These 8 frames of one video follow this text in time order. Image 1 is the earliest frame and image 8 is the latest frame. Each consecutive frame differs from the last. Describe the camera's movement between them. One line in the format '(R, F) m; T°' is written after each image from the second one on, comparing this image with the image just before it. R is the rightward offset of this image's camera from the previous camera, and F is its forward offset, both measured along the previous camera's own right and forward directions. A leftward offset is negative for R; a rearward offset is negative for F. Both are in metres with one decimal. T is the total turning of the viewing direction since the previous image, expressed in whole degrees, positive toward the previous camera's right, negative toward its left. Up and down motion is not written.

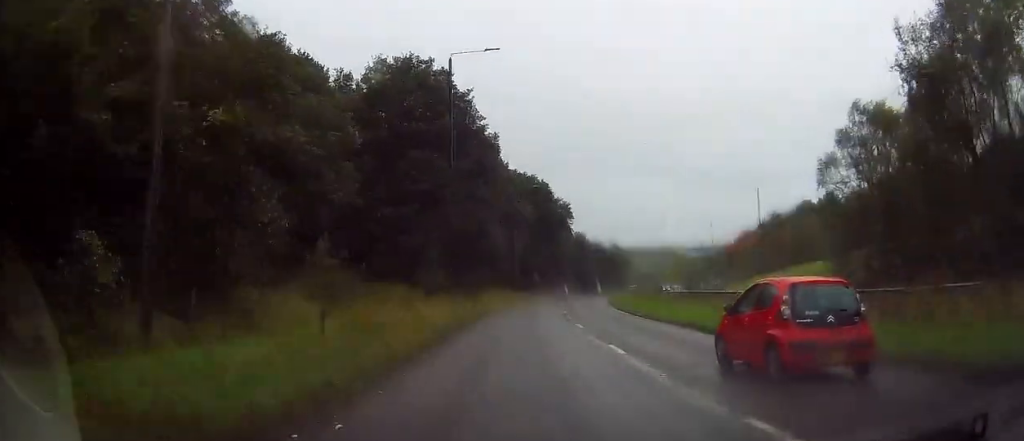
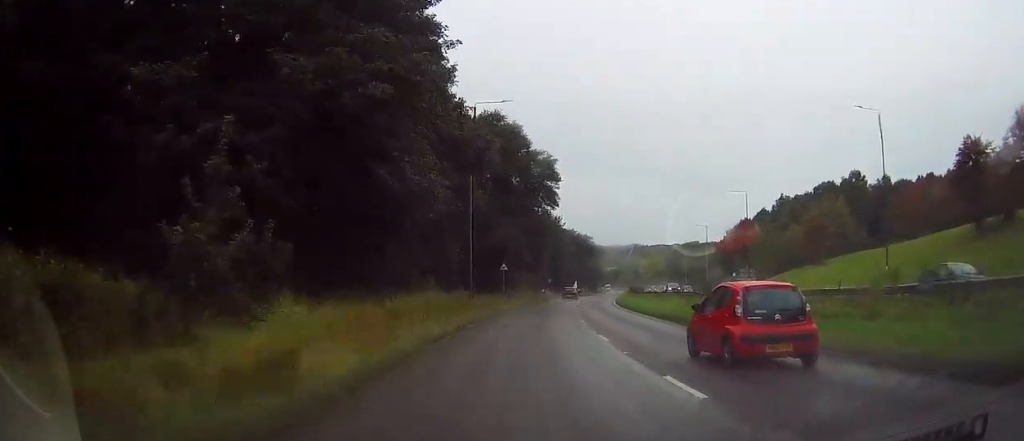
(+1.0, +33.4) m; +5°
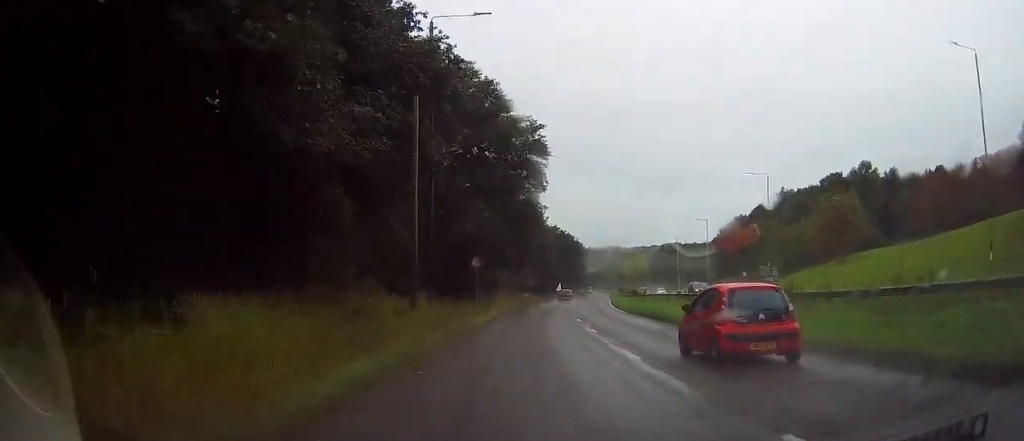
(+0.3, +13.5) m; +1°
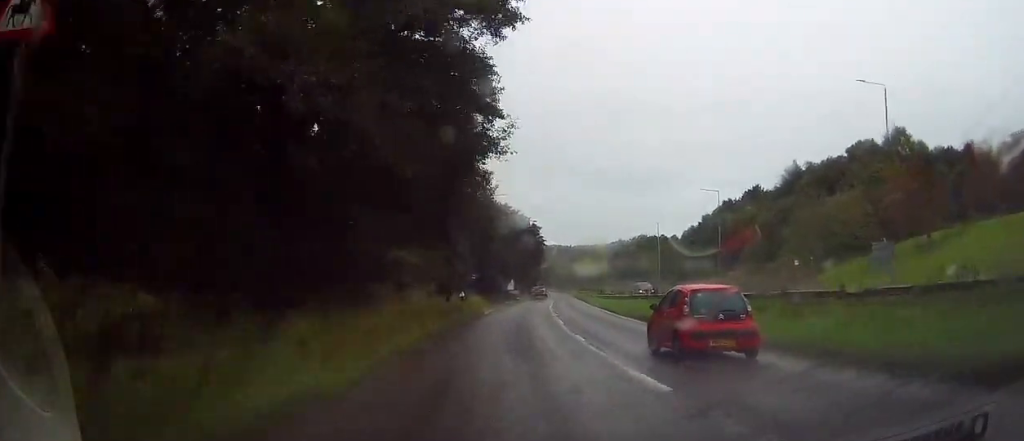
(+1.1, +31.2) m; +5°
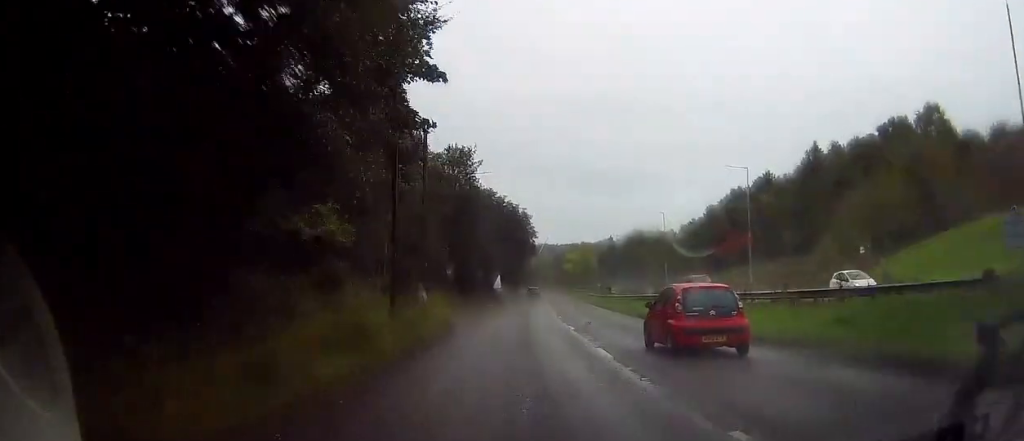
(+0.4, +13.9) m; +2°
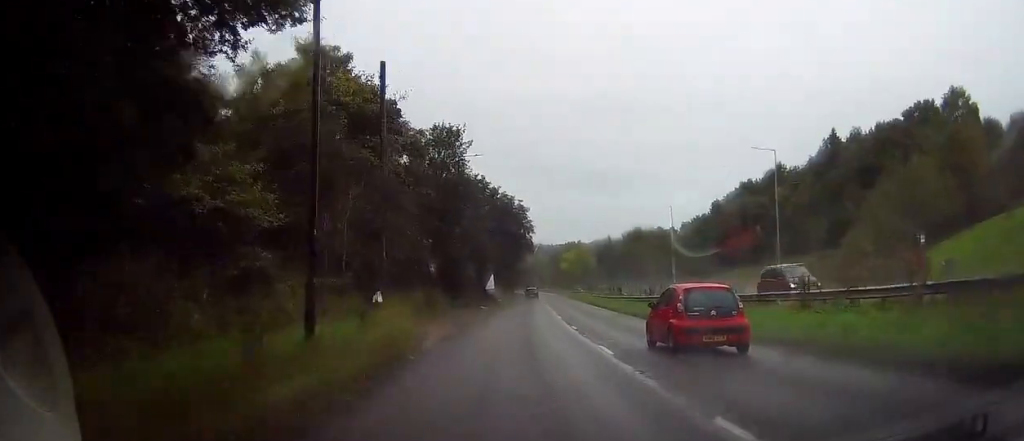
(0.0, +8.7) m; +1°
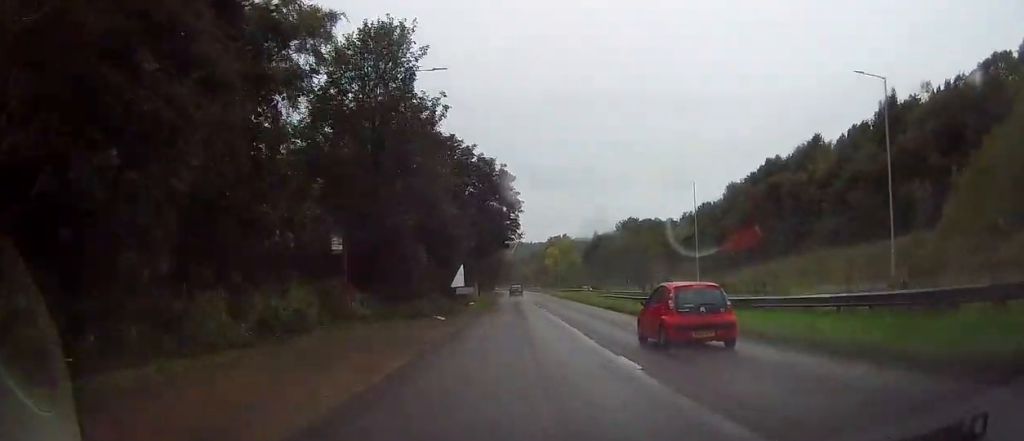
(+0.3, +21.1) m; +1°
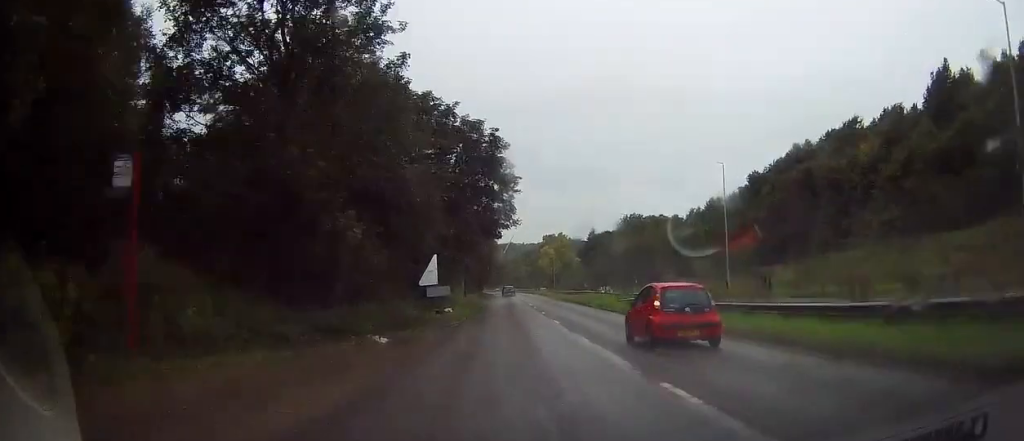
(+0.1, +13.1) m; +1°
